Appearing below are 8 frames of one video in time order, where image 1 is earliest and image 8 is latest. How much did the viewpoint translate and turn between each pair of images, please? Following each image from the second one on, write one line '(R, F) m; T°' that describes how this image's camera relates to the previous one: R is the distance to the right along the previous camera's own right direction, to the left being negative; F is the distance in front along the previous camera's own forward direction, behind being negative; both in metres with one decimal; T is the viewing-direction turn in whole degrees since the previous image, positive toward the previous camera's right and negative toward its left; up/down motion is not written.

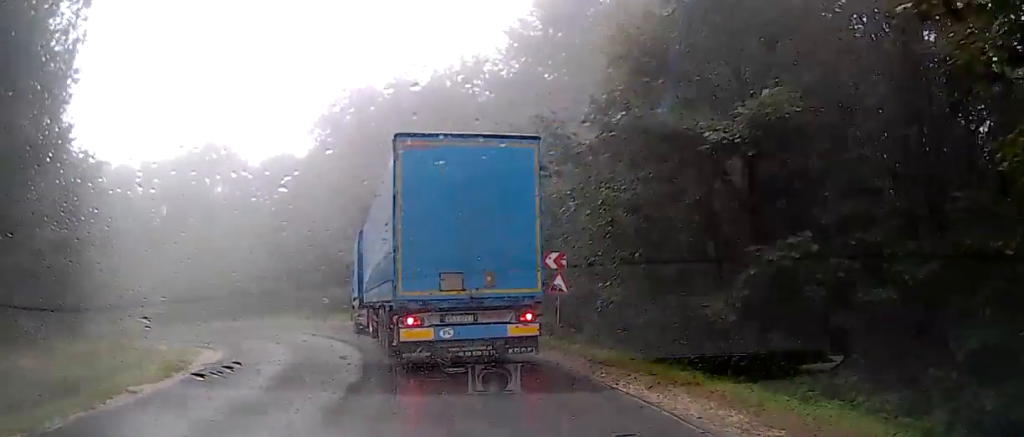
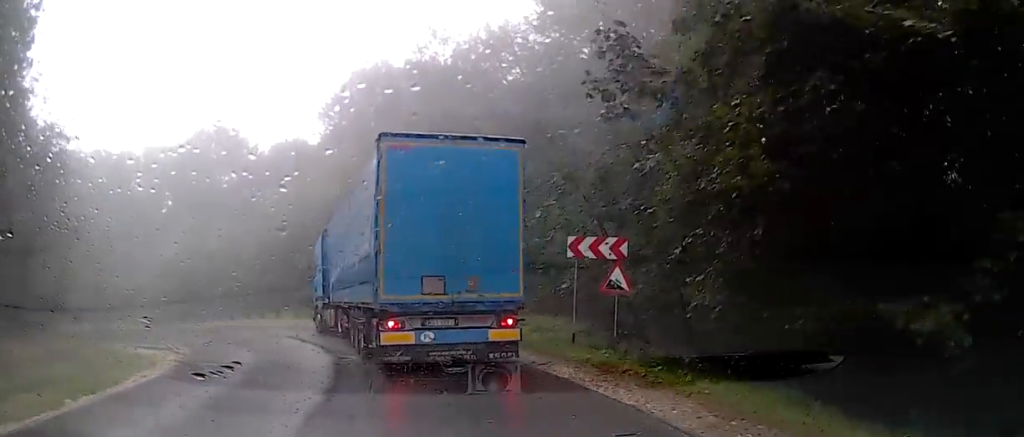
(-0.4, +5.2) m; -1°
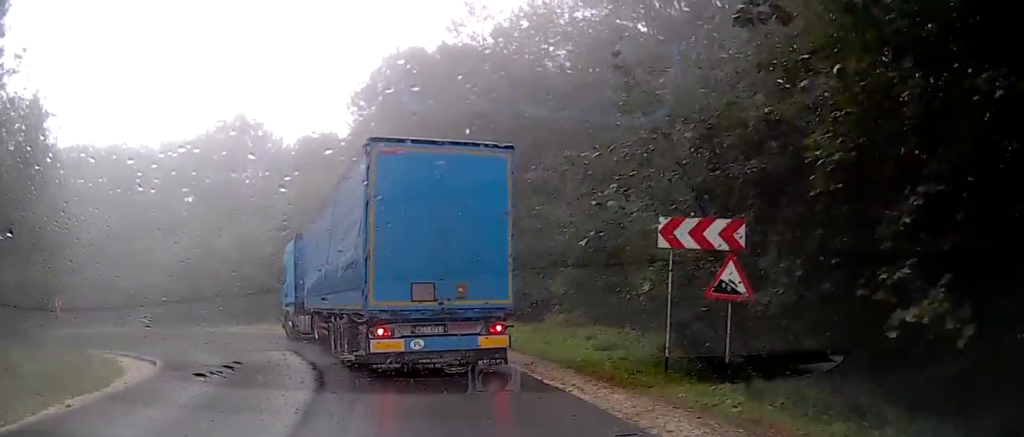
(+0.7, +4.3) m; -1°
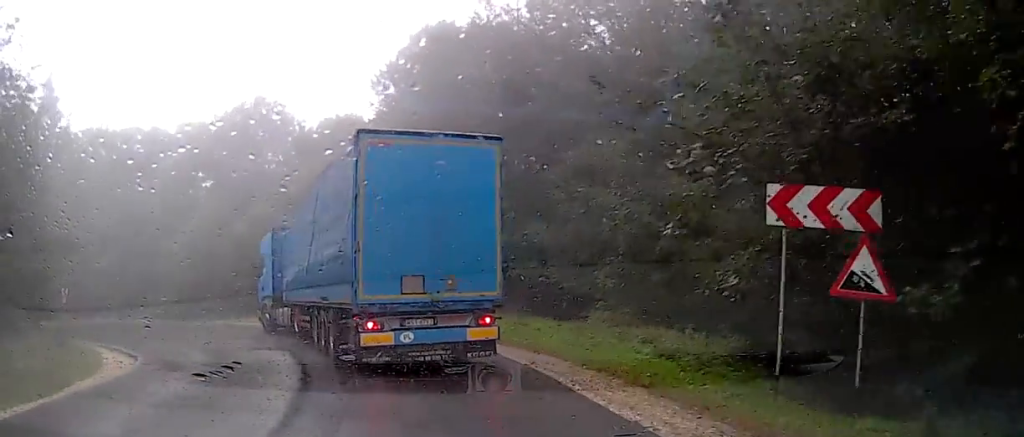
(-0.1, +2.8) m; -3°
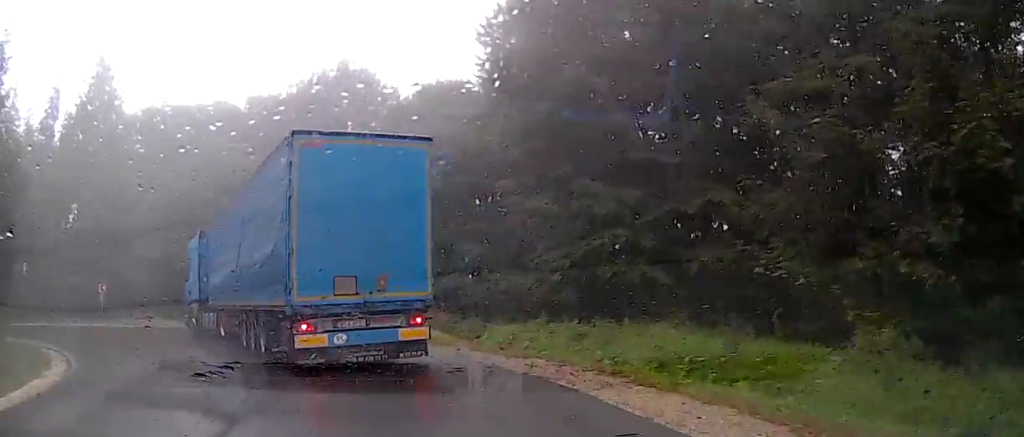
(-1.5, +9.2) m; -13°
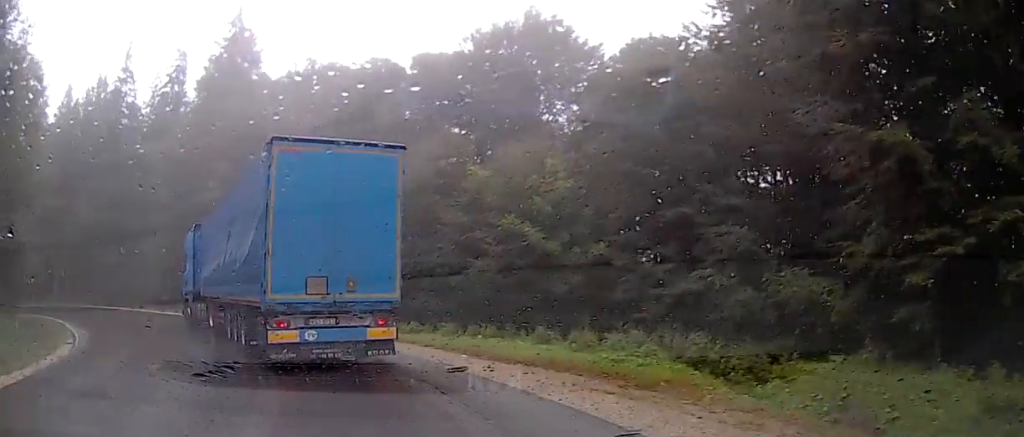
(-0.7, +8.8) m; -17°
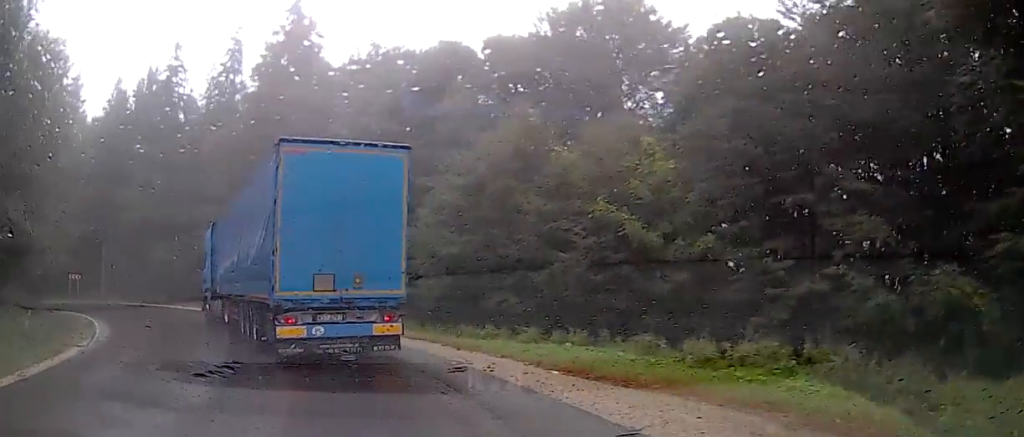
(-0.4, +3.2) m; -8°
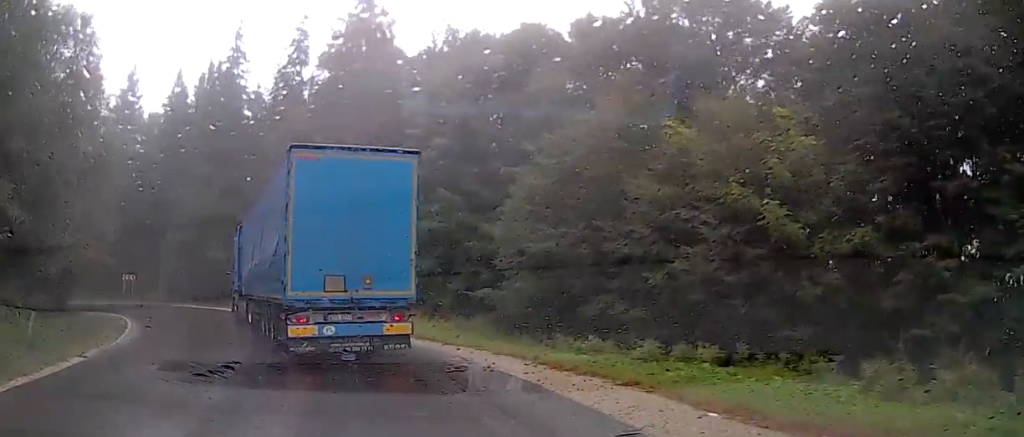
(-0.1, +3.6) m; -9°
